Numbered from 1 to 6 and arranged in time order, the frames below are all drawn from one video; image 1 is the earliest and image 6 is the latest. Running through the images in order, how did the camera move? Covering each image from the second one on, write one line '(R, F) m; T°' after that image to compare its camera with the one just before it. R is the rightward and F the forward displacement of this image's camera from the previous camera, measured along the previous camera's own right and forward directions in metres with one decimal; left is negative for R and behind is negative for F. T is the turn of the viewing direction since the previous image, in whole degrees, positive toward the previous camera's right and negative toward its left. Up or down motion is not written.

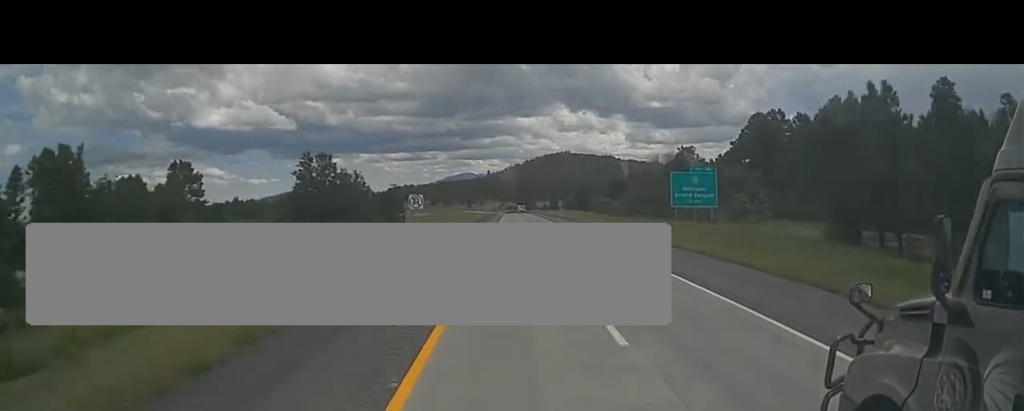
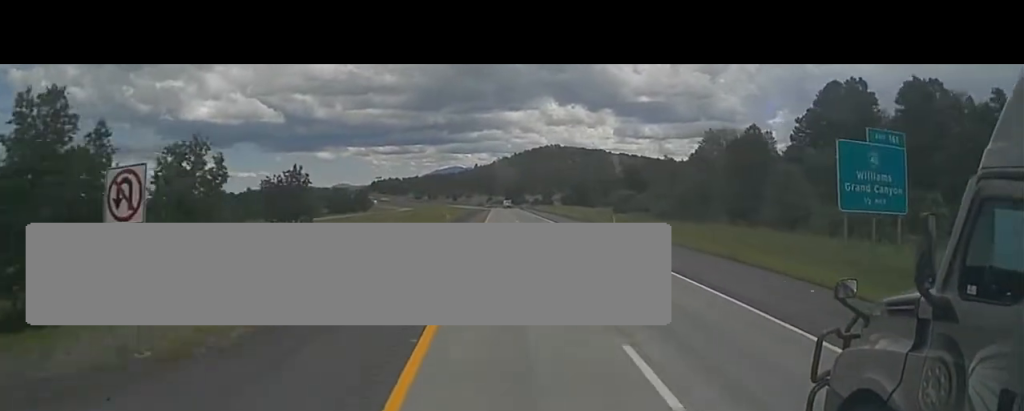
(-0.2, +40.4) m; 0°
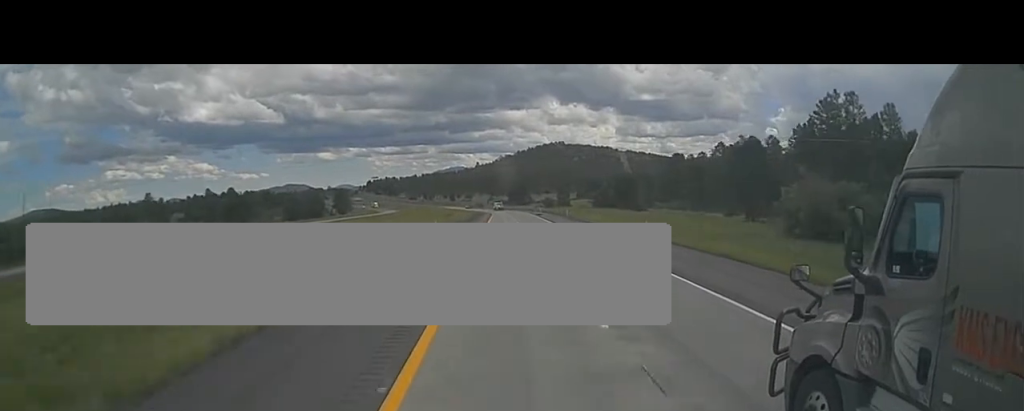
(+0.7, +69.1) m; 0°
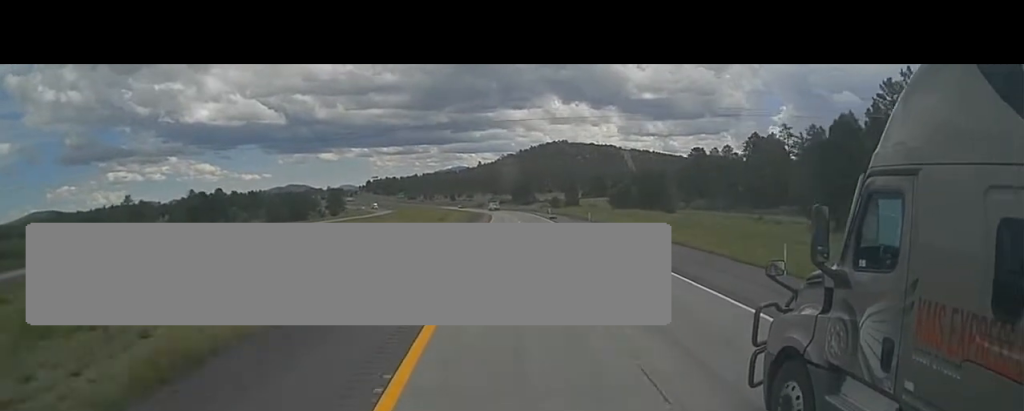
(0.0, +23.5) m; 0°
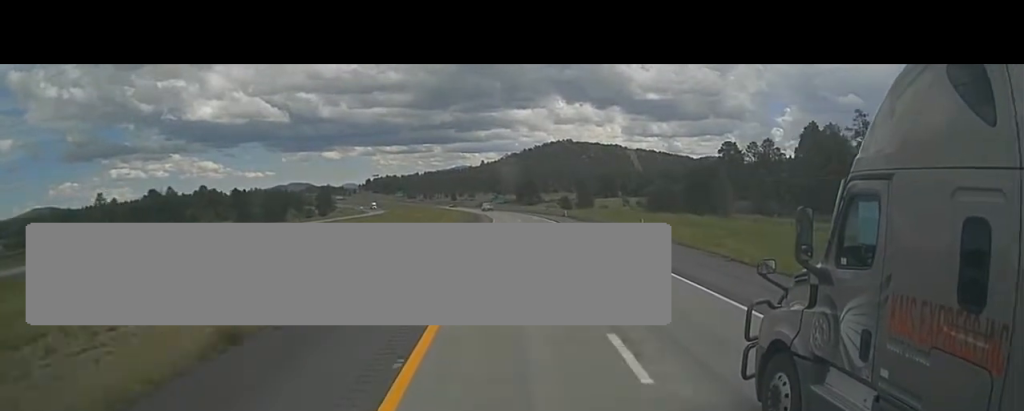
(+0.1, +29.4) m; 0°
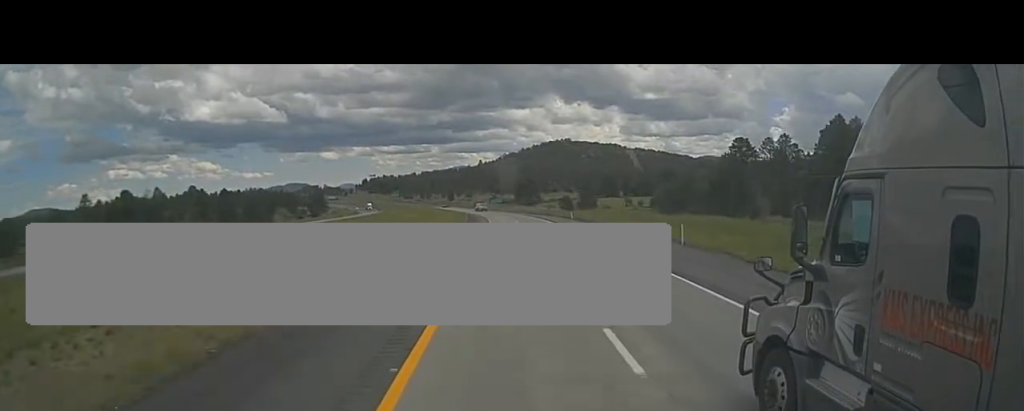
(-0.3, +11.8) m; 0°
